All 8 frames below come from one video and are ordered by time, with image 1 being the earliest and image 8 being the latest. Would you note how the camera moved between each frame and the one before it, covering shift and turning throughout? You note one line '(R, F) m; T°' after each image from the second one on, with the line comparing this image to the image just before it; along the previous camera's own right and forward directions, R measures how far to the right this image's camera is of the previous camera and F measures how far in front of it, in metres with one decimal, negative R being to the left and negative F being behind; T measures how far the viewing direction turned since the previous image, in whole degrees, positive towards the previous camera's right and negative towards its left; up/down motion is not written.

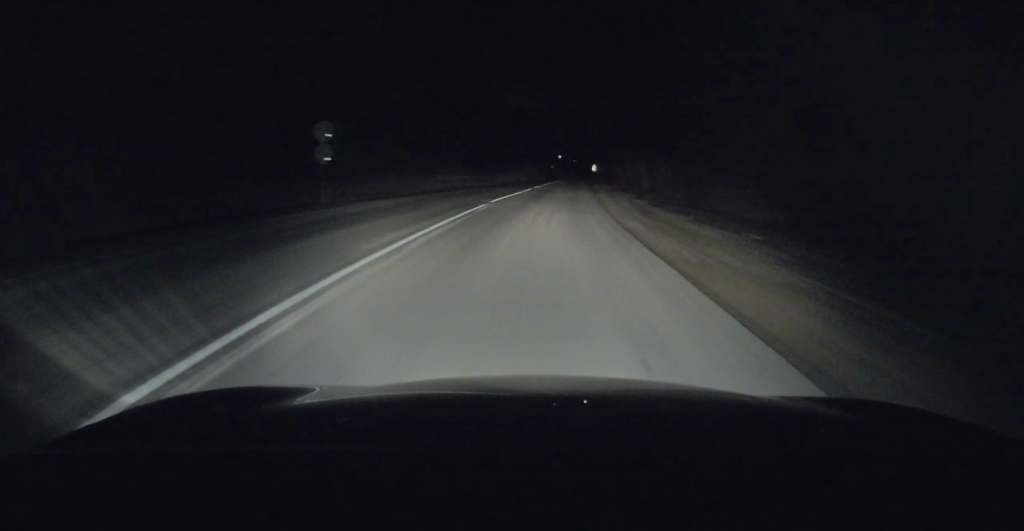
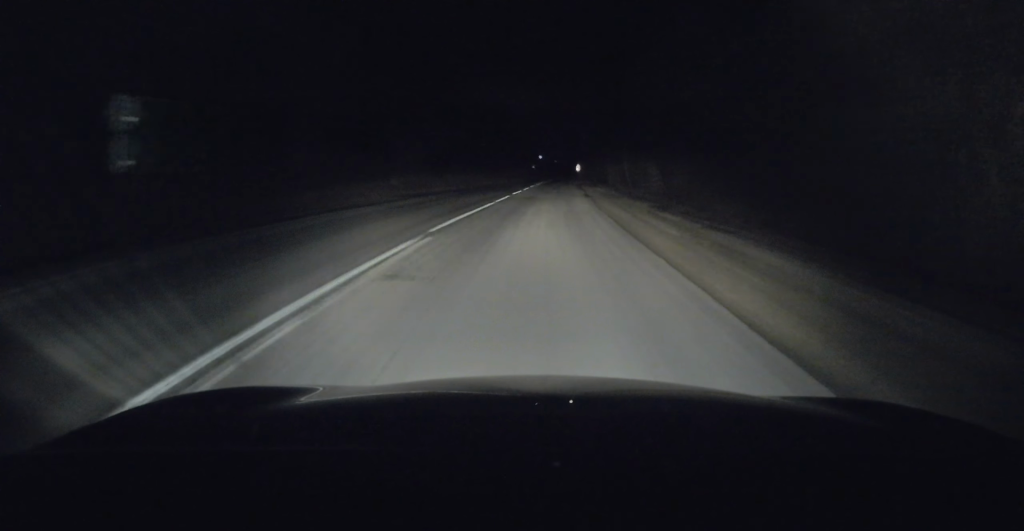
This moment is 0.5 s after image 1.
(+0.2, +10.6) m; +1°
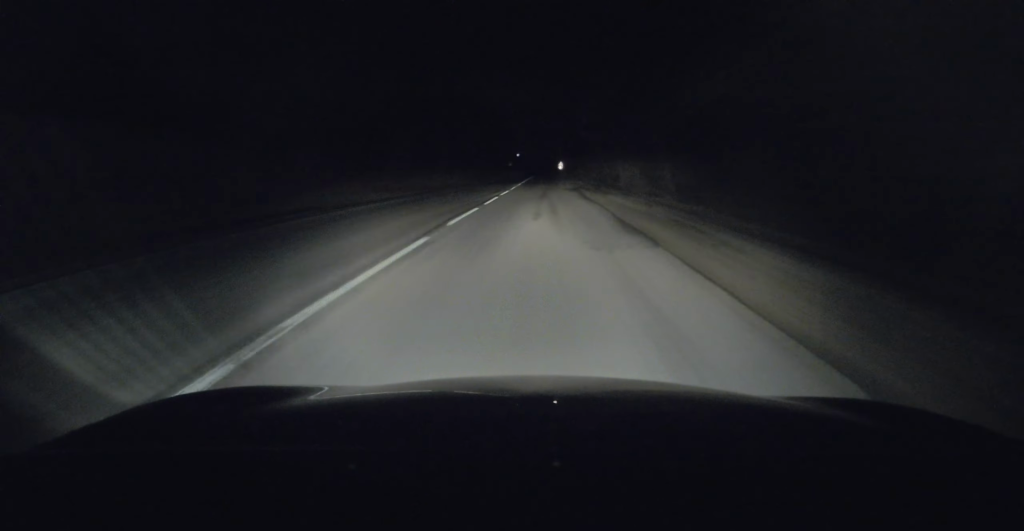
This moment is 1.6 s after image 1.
(+0.5, +20.8) m; +2°
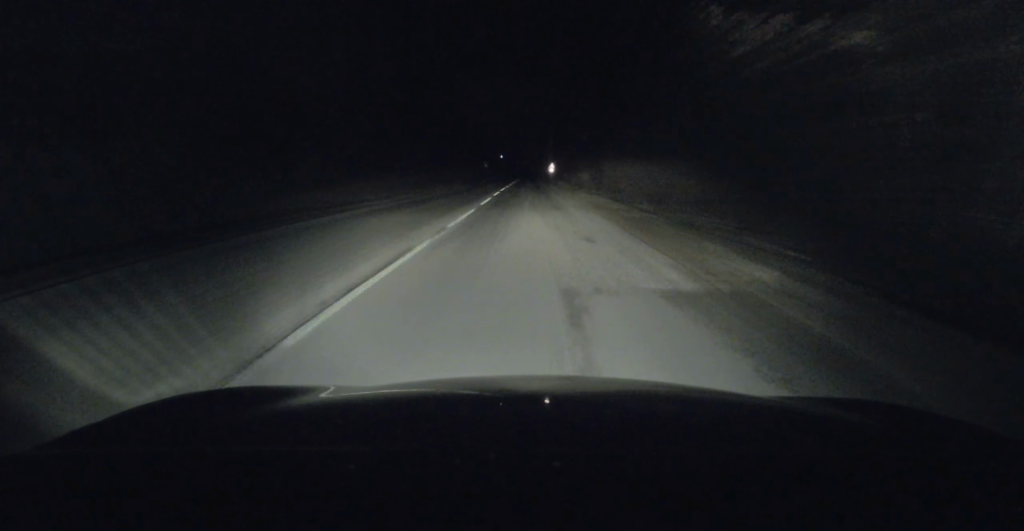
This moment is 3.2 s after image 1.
(+0.2, +33.8) m; +1°
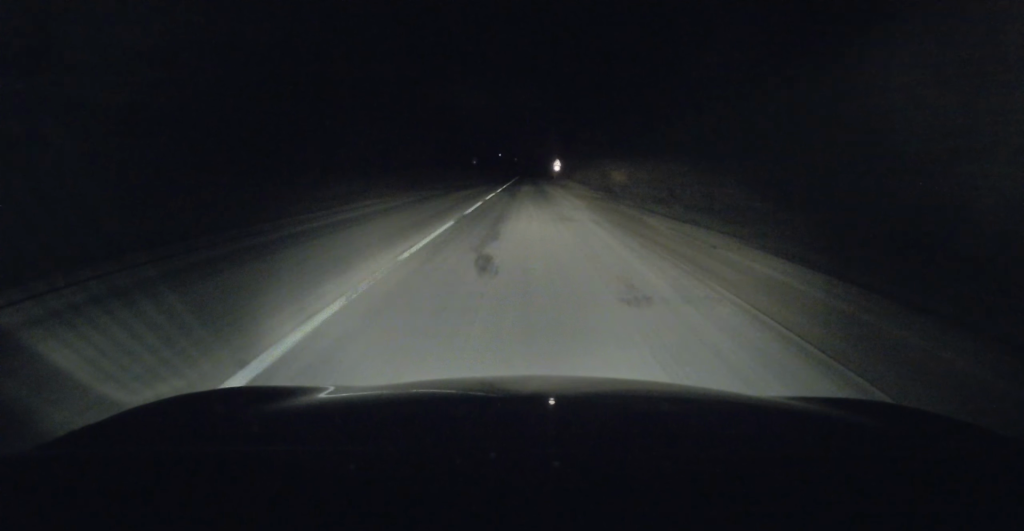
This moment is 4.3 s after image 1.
(+0.2, +23.3) m; +1°
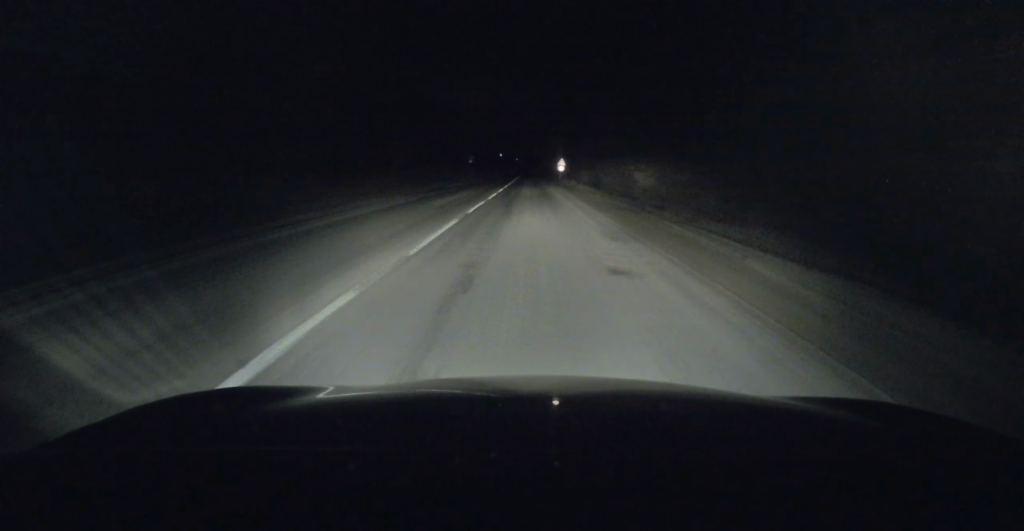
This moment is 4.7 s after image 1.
(+0.2, +8.5) m; 0°
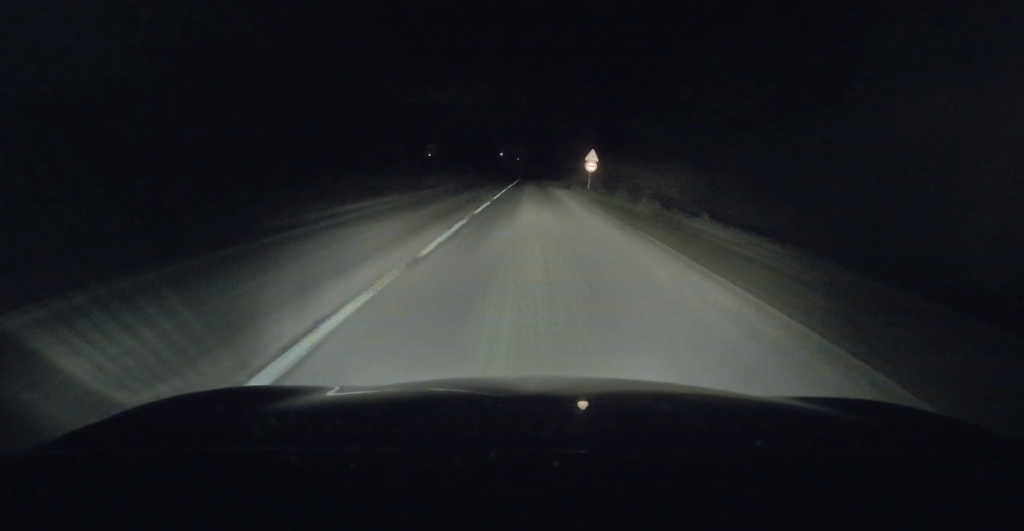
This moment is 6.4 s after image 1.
(-0.6, +35.9) m; 0°
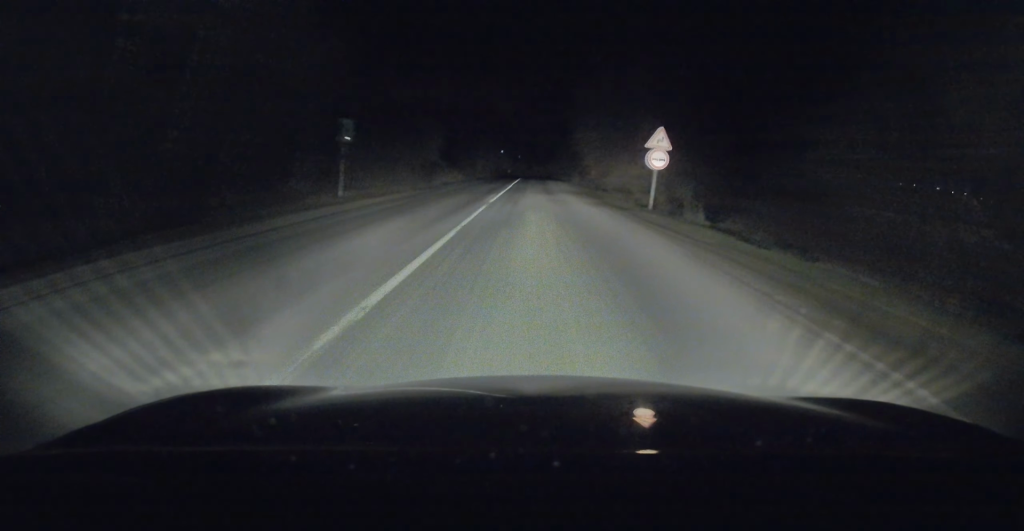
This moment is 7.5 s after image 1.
(+0.3, +22.3) m; +1°
